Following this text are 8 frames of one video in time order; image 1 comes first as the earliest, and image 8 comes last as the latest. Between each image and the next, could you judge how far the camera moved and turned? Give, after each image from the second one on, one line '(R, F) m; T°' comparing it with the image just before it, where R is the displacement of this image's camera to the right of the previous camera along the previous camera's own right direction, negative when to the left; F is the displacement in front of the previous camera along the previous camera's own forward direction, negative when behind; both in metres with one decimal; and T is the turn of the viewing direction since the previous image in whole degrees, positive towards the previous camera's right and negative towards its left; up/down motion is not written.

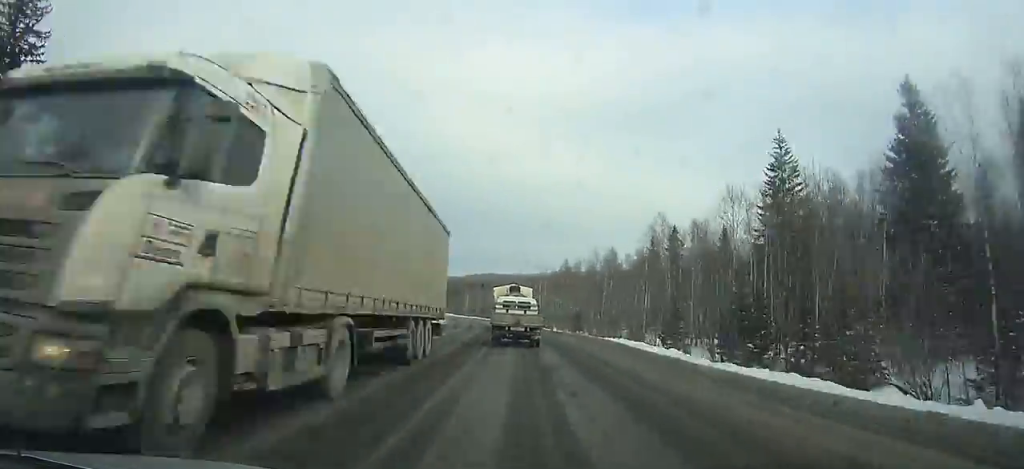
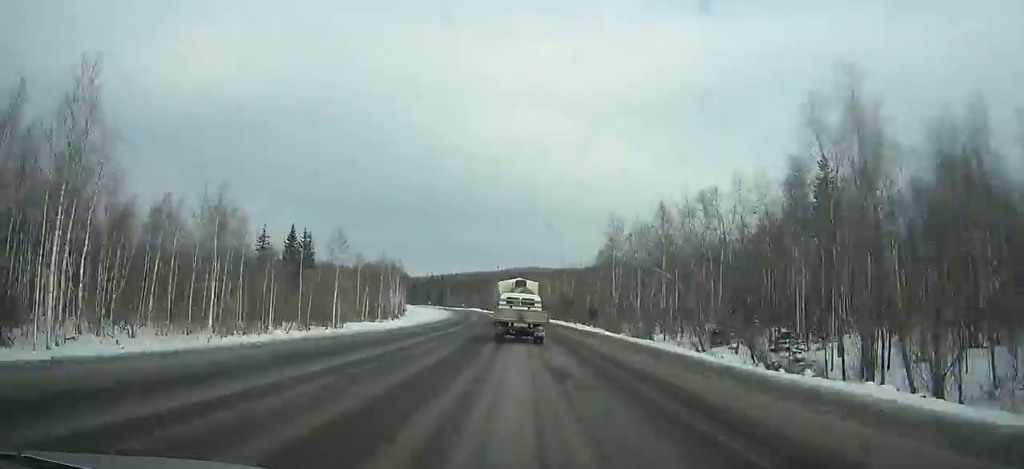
(-2.0, +60.4) m; -4°
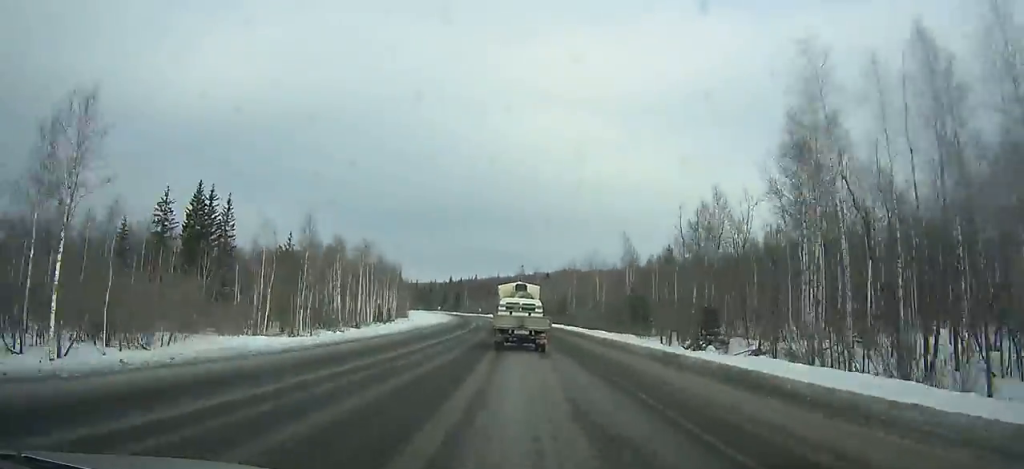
(-1.2, +44.4) m; -3°
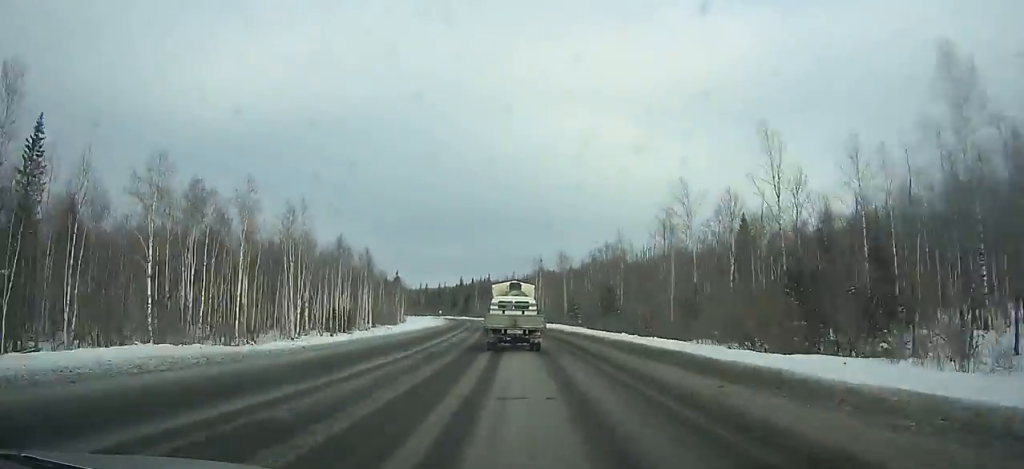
(-0.6, +39.0) m; -2°
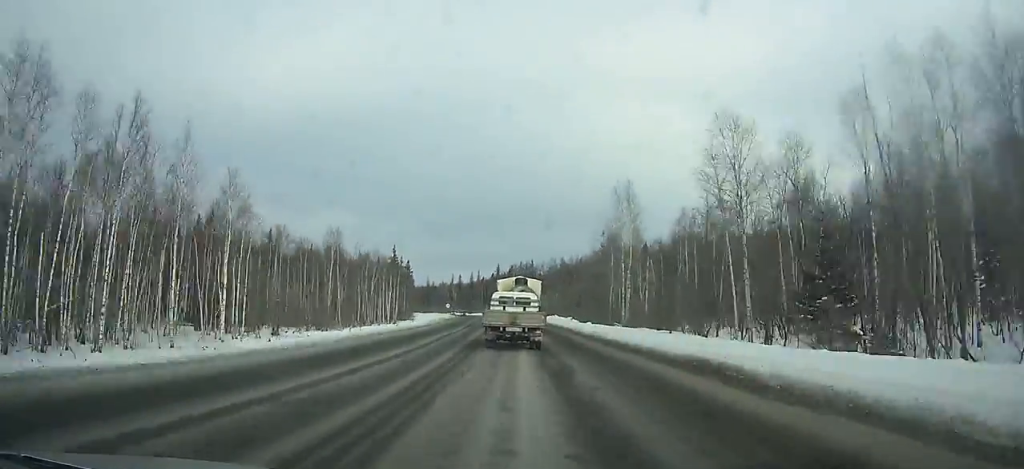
(-2.2, +67.3) m; -4°
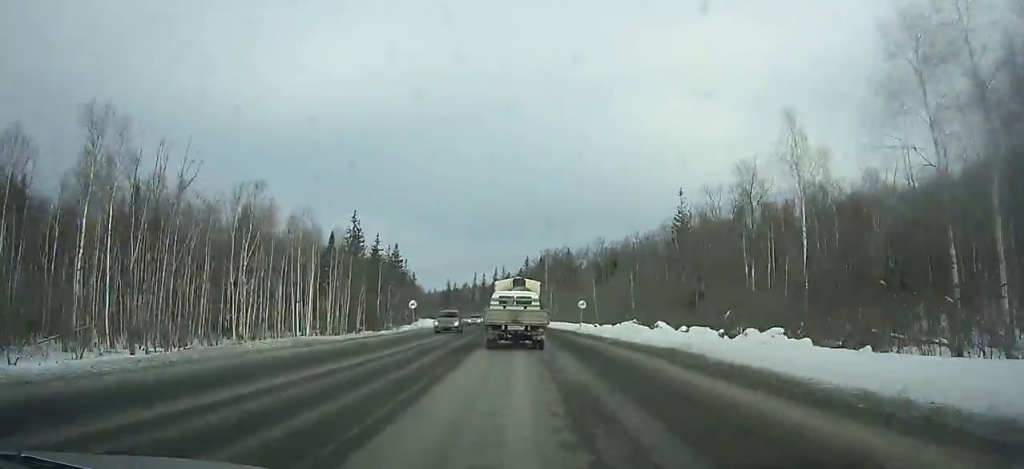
(-1.7, +56.8) m; -3°
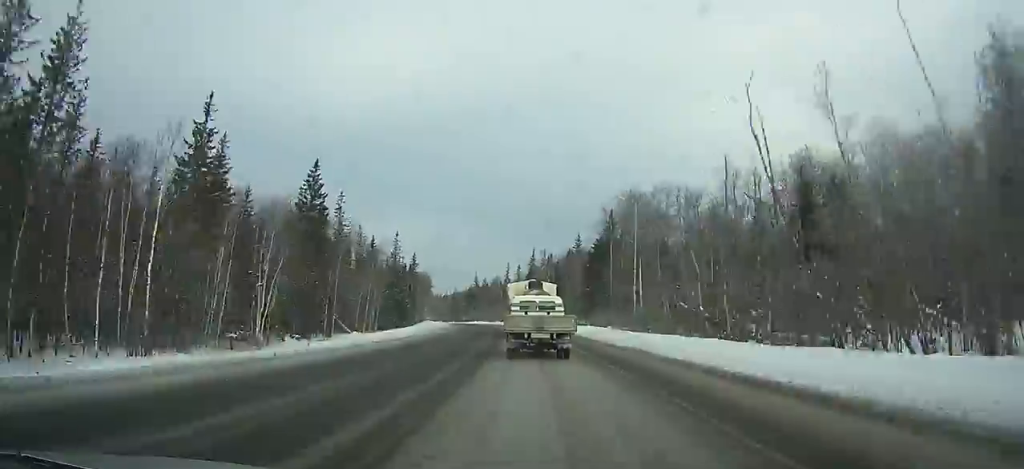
(-2.2, +71.4) m; -4°
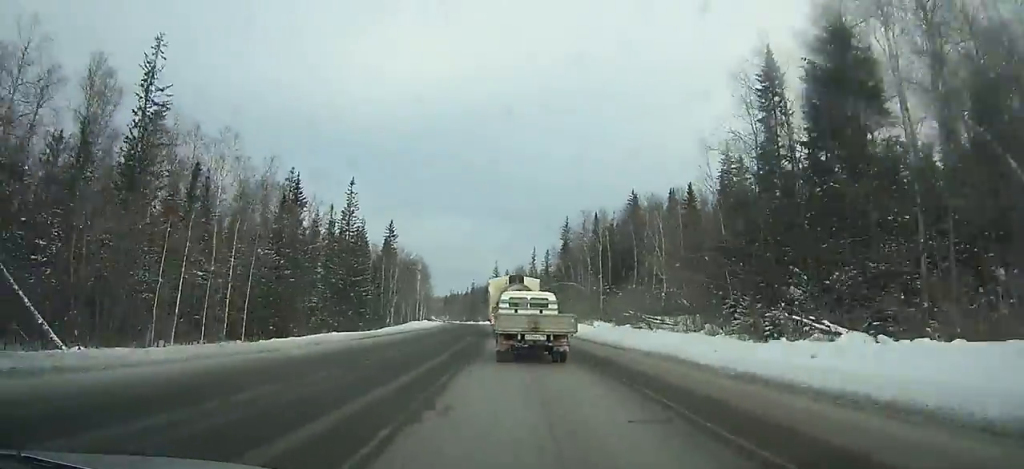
(-1.3, +53.9) m; -4°
